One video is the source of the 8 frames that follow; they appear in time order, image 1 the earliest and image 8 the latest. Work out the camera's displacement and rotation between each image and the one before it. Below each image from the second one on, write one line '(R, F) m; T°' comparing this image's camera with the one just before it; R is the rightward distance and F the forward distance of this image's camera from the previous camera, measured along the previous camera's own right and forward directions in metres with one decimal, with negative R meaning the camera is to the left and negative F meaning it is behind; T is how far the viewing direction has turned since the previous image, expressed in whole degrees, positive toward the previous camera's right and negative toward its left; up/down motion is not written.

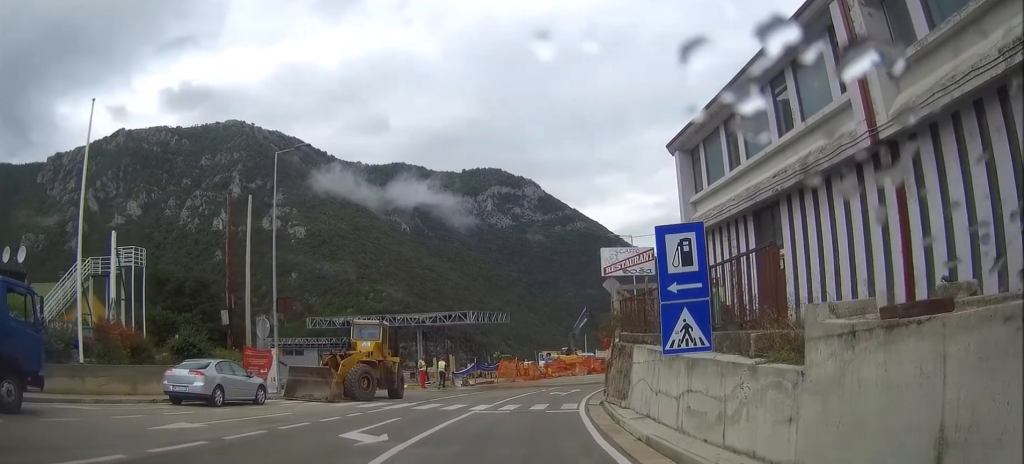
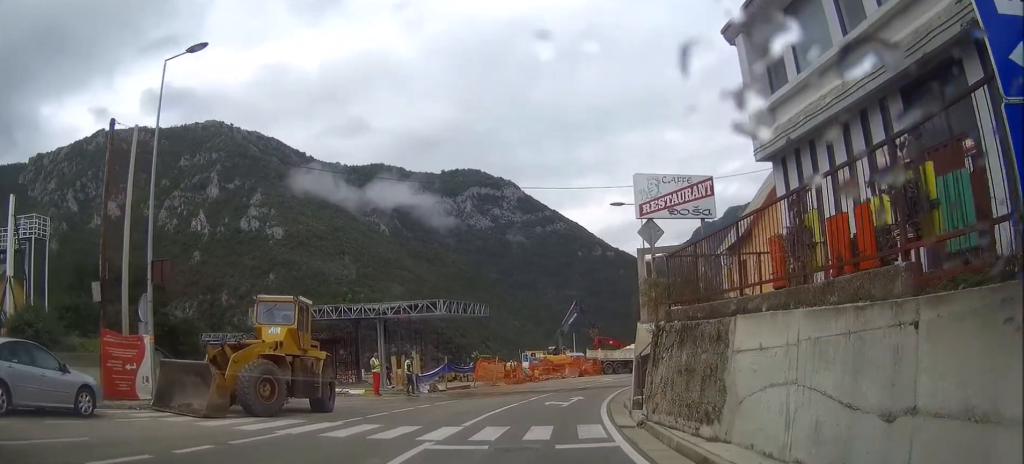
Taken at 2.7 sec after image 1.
(-0.2, +10.1) m; +1°
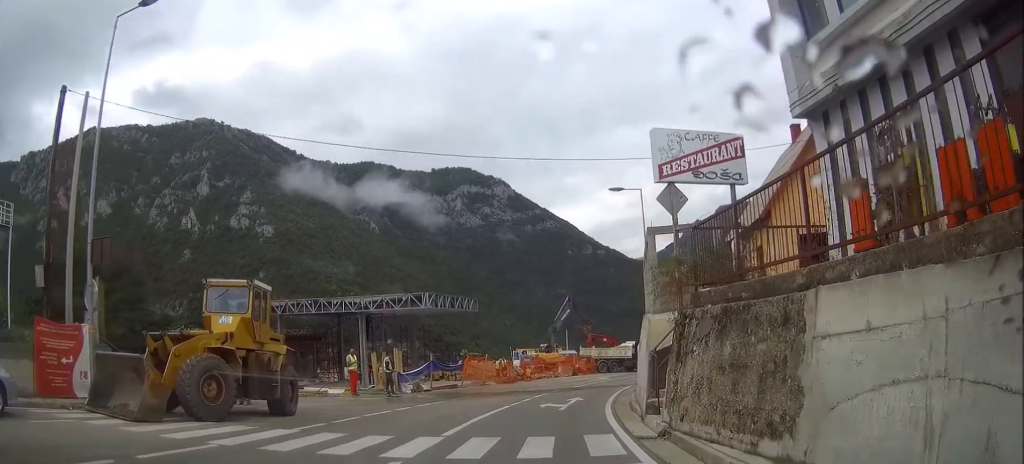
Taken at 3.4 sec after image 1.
(+0.1, +3.1) m; 0°
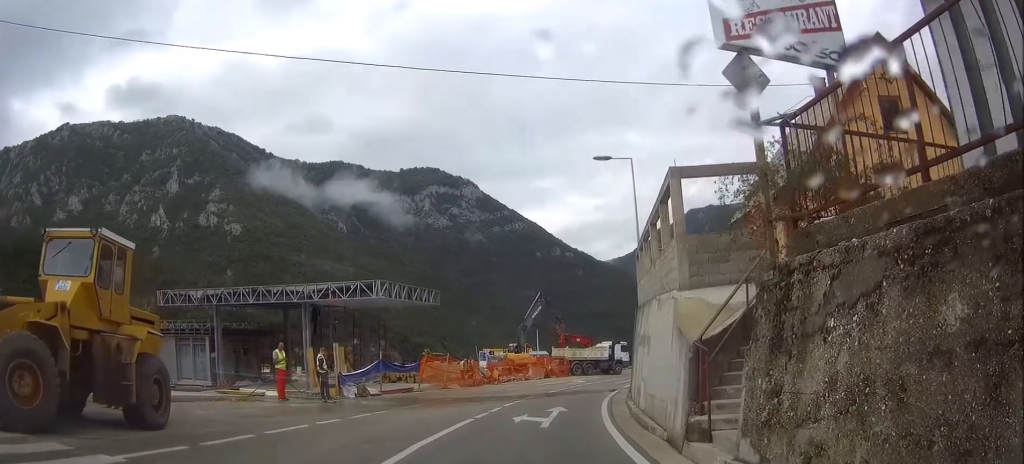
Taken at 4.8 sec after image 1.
(-0.1, +6.2) m; +1°
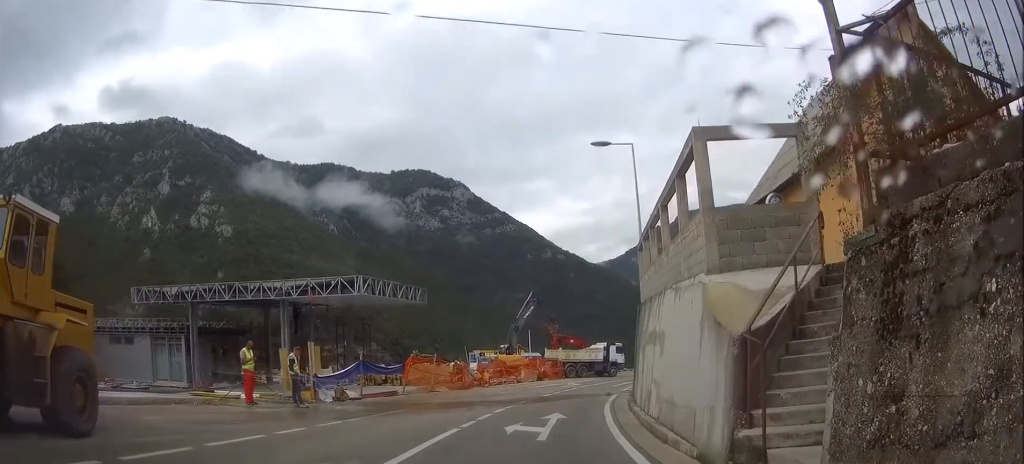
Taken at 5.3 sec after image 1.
(+0.1, +2.5) m; +1°
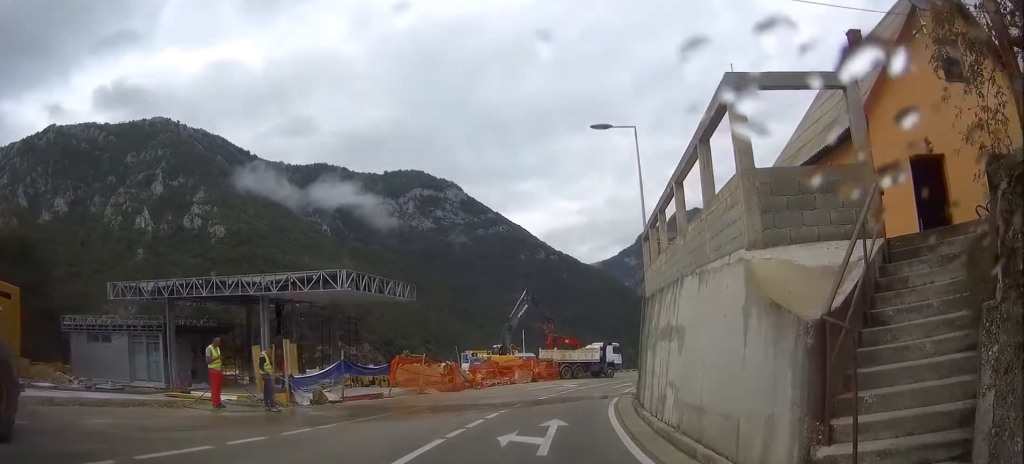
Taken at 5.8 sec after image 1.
(0.0, +2.2) m; +1°
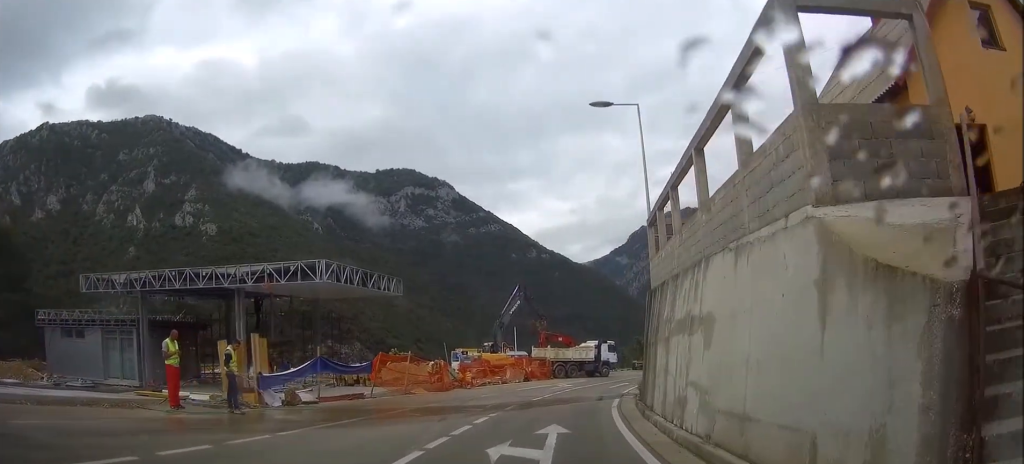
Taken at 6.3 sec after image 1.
(0.0, +2.4) m; 0°
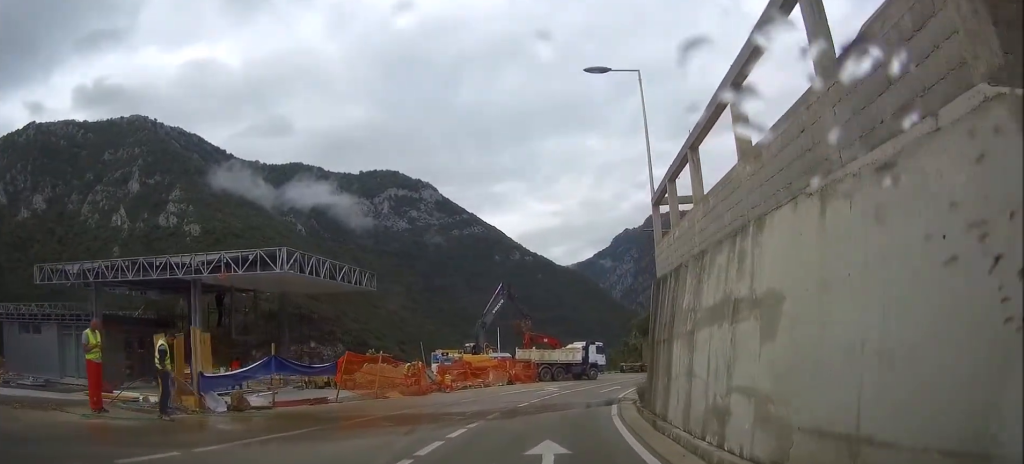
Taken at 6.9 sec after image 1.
(0.0, +3.3) m; +1°
